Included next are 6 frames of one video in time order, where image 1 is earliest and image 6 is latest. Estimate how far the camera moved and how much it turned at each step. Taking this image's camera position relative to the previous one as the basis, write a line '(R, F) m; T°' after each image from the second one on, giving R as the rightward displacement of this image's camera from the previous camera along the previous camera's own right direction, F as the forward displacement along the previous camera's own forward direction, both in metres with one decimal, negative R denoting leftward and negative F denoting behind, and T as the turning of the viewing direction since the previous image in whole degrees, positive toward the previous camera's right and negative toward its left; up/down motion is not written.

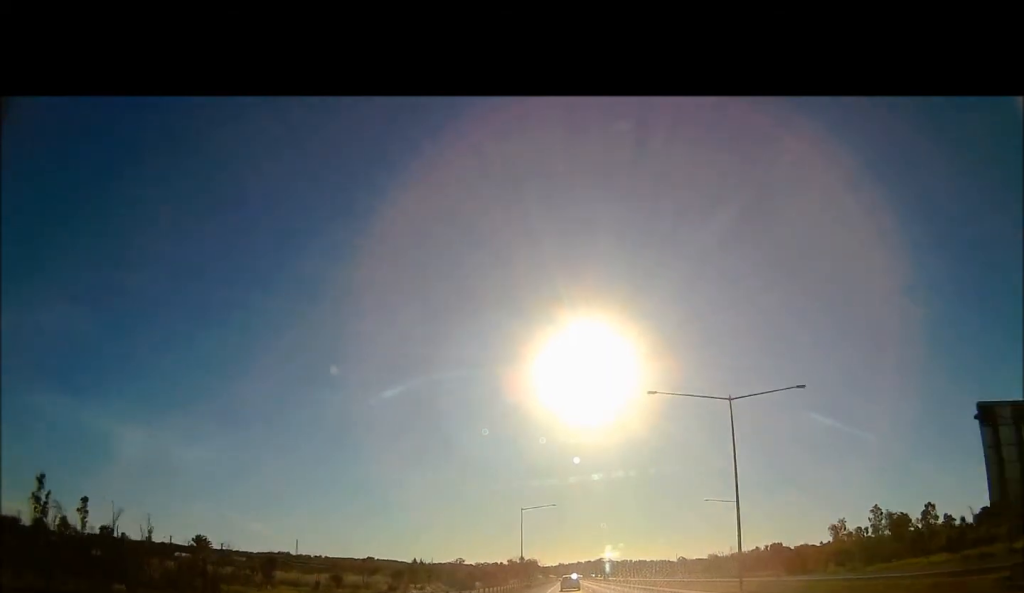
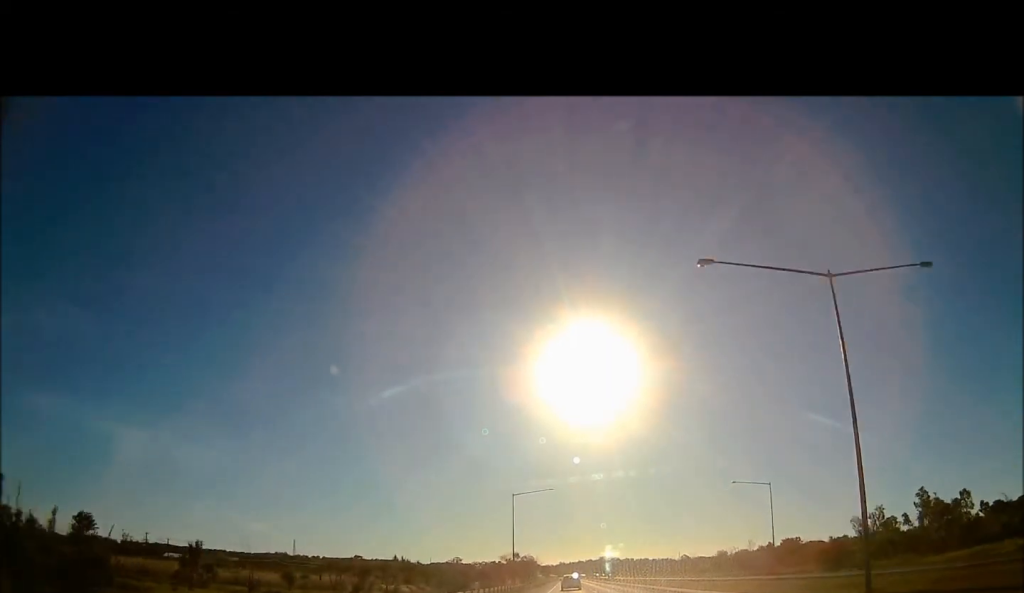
(-0.7, +17.0) m; +1°
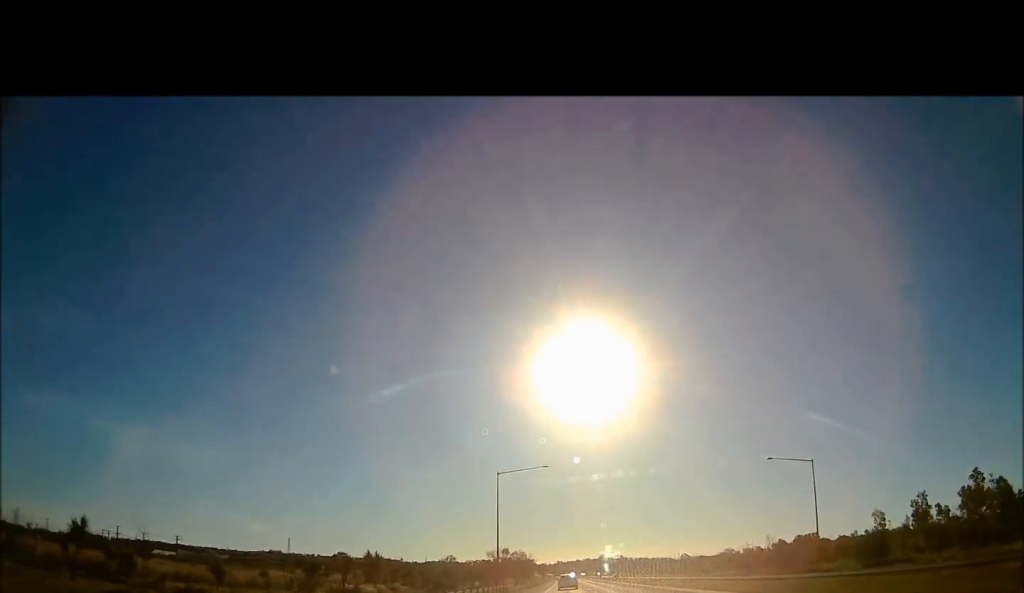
(+0.4, +16.2) m; +1°
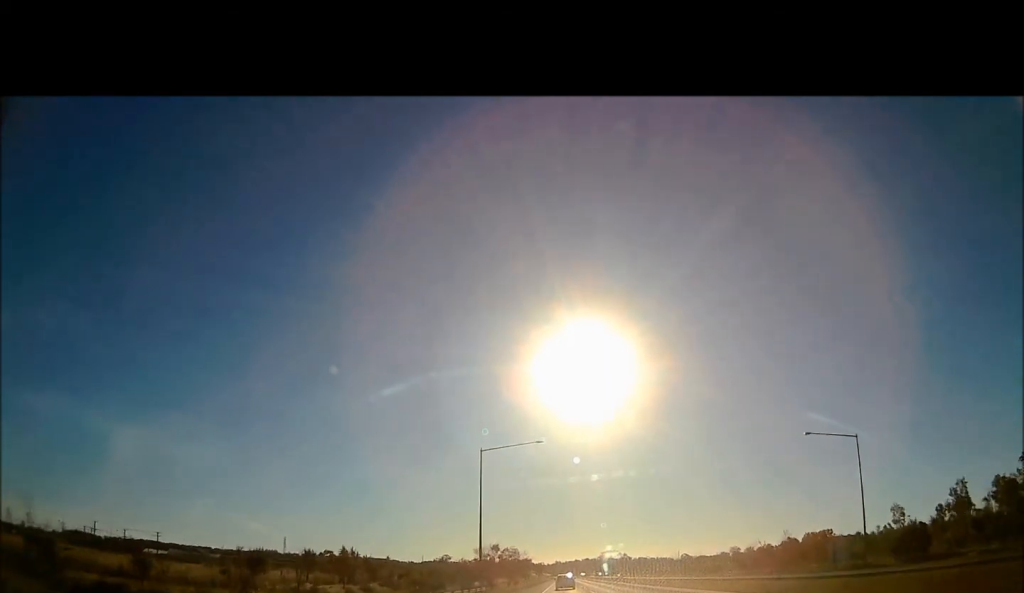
(+0.5, +12.0) m; +1°
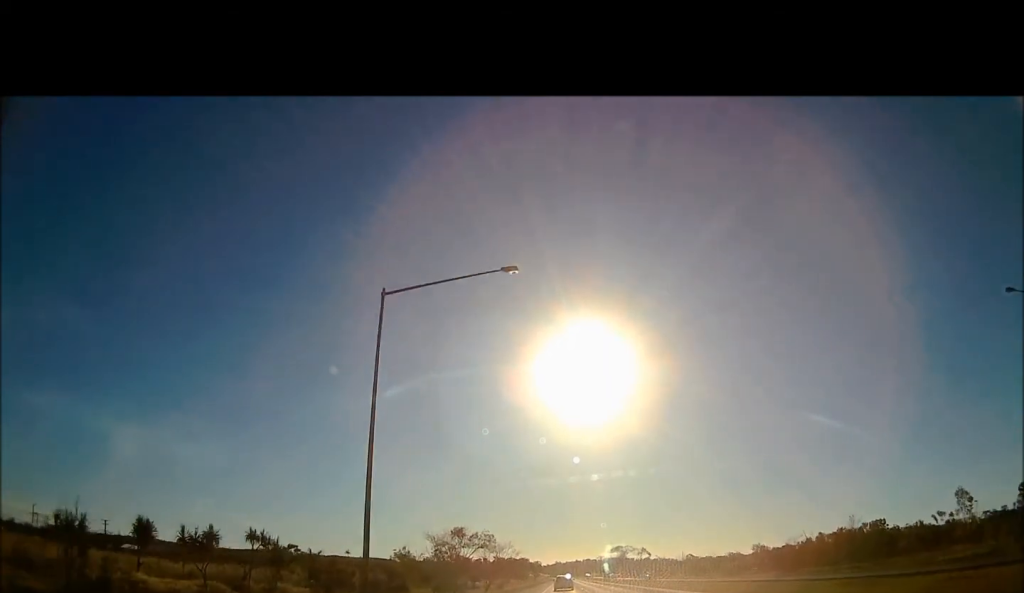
(-0.5, +30.7) m; 0°
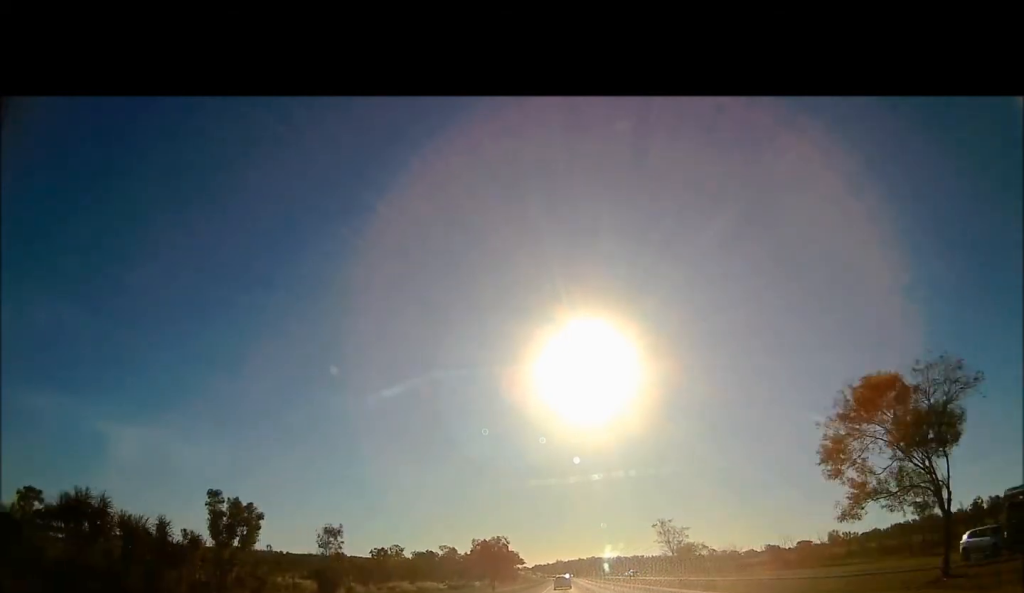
(-0.9, +108.2) m; 0°
